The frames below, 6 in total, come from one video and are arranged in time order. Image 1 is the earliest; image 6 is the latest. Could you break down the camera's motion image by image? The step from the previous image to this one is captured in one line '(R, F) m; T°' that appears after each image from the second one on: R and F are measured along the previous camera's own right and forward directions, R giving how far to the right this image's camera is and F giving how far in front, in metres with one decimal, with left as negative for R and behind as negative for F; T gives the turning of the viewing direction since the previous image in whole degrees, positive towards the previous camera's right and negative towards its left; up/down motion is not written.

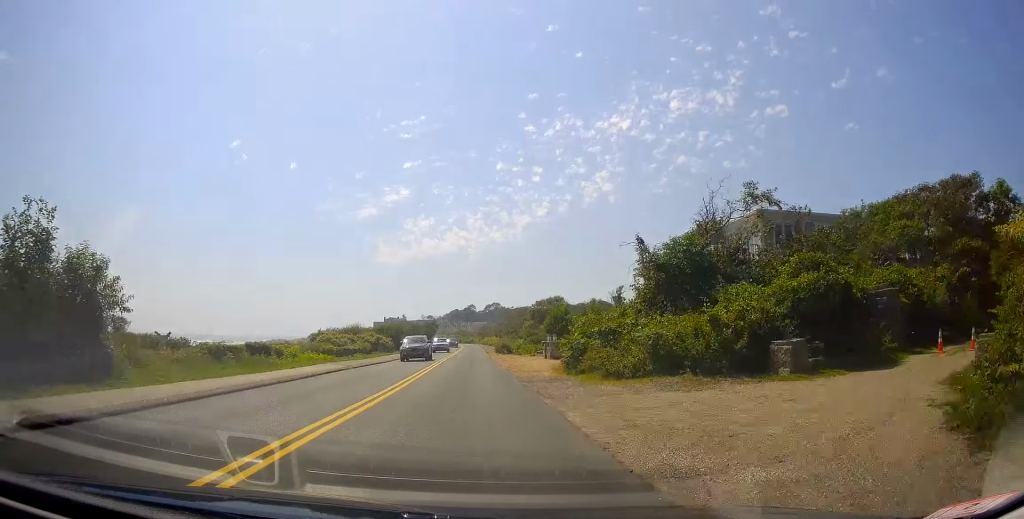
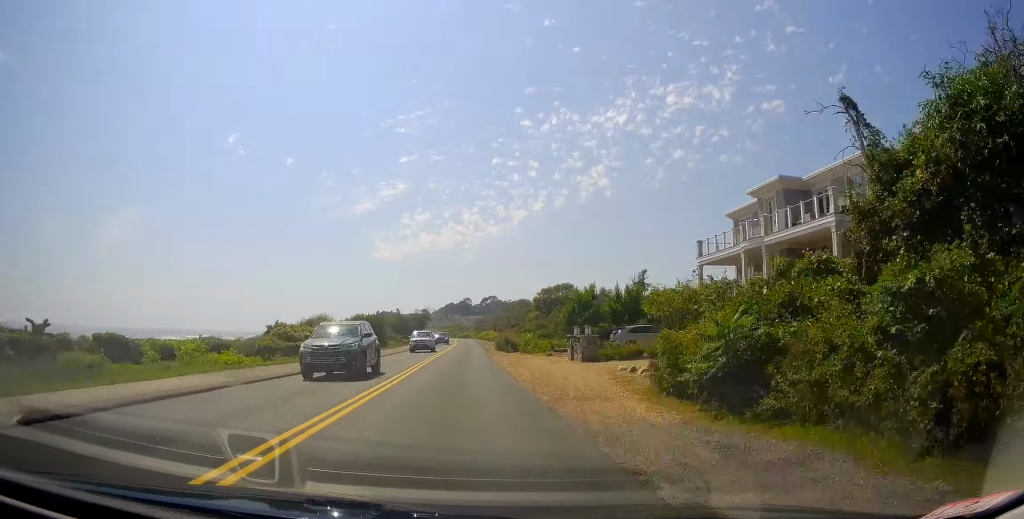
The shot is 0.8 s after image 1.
(+0.1, +13.2) m; 0°
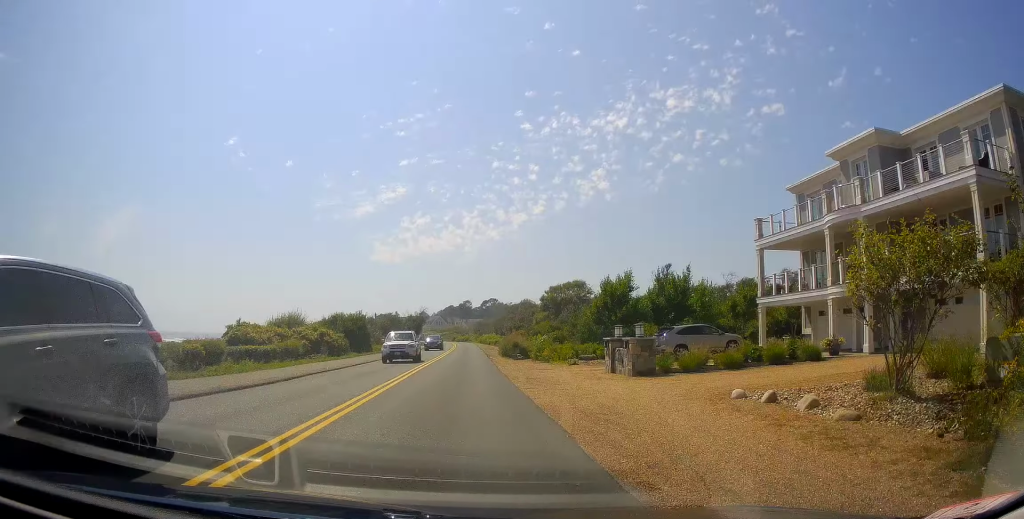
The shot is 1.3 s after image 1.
(+0.2, +8.8) m; 0°
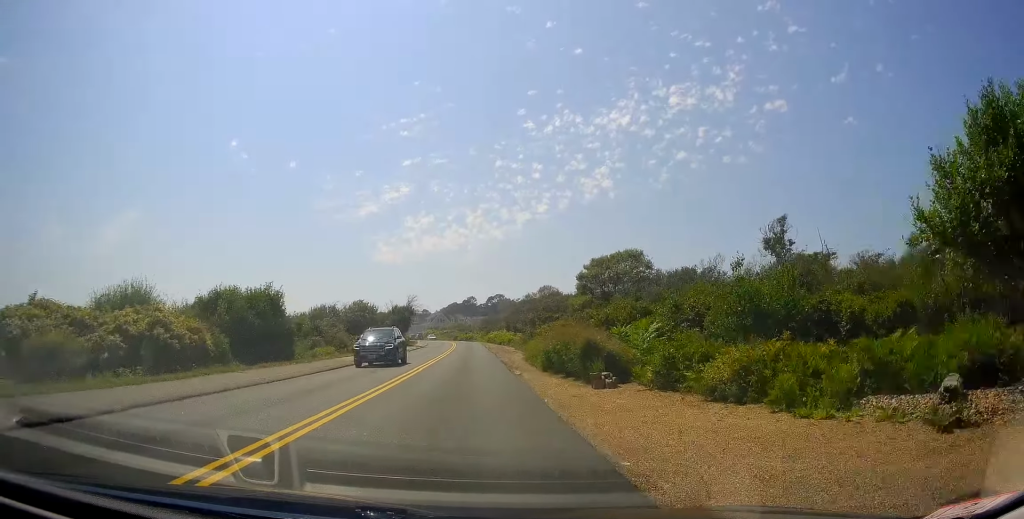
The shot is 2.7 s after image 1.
(-0.4, +23.6) m; -1°
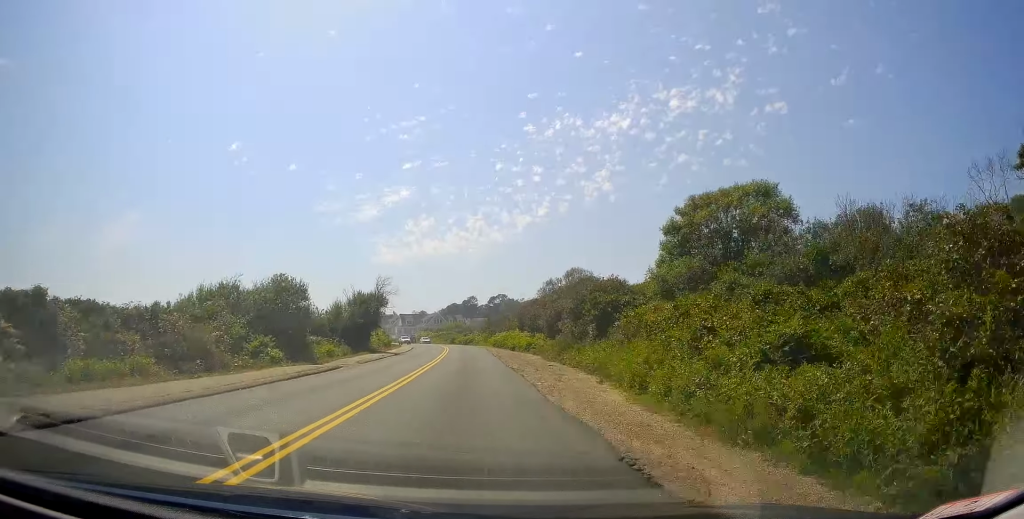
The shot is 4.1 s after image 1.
(-0.3, +23.1) m; -1°
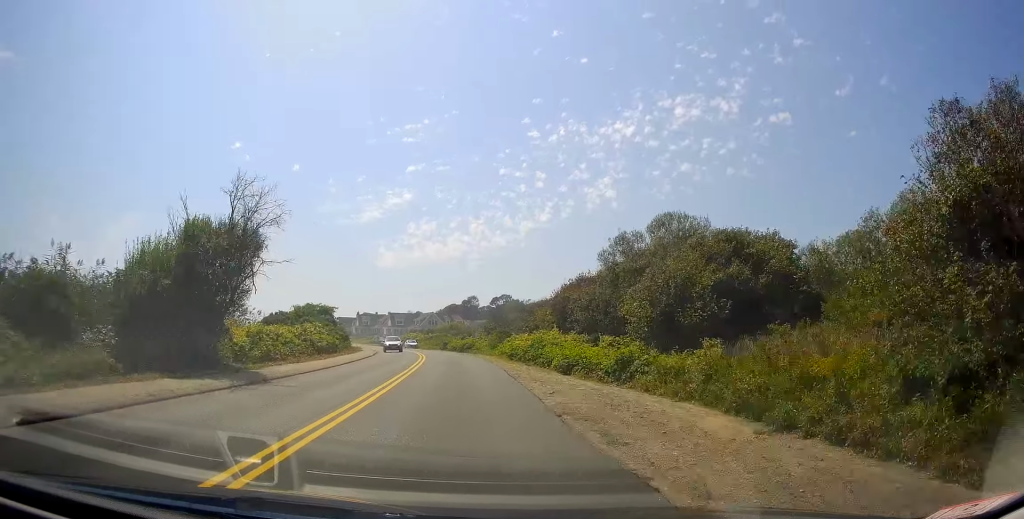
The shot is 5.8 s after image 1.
(+0.2, +29.3) m; 0°
